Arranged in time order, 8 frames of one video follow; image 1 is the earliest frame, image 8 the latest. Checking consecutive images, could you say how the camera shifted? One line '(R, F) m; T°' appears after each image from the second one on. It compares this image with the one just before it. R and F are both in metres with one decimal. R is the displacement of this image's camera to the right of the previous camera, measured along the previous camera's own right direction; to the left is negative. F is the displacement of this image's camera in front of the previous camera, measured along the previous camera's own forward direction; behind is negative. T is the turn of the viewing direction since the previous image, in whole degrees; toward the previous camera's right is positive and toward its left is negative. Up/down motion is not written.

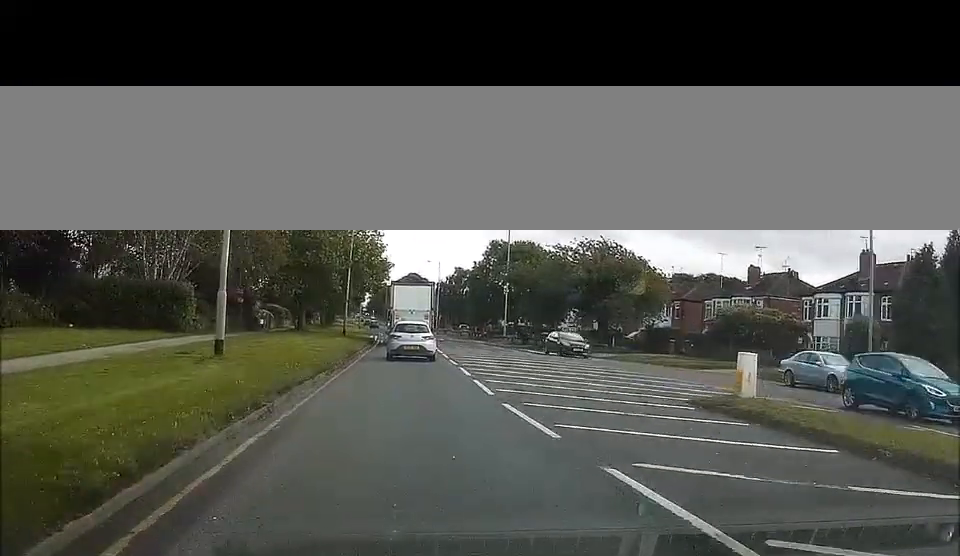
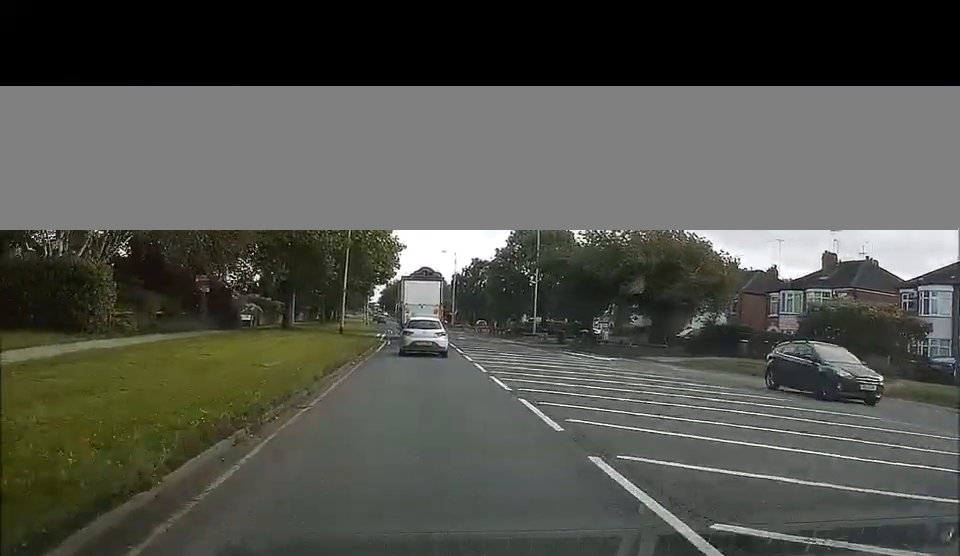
(-0.1, +11.7) m; 0°
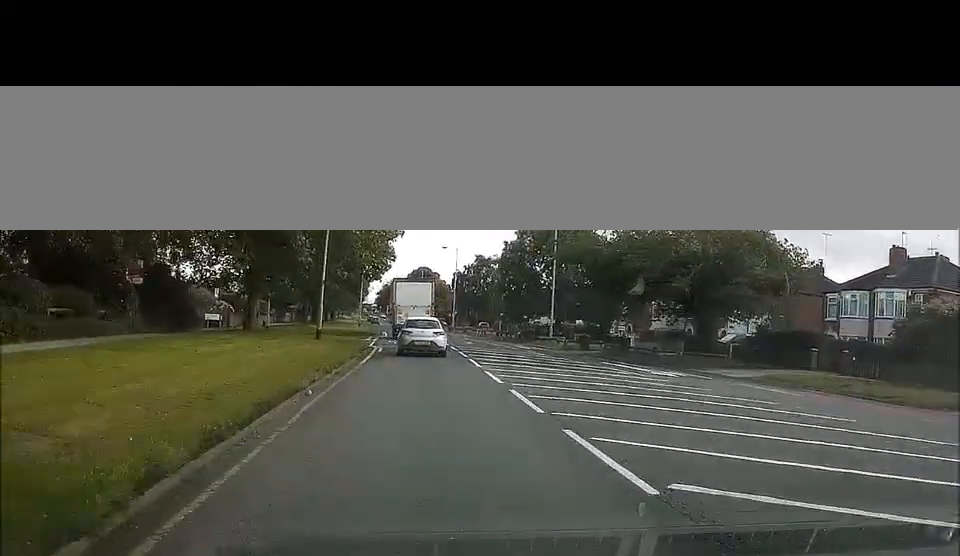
(+0.1, +9.5) m; 0°
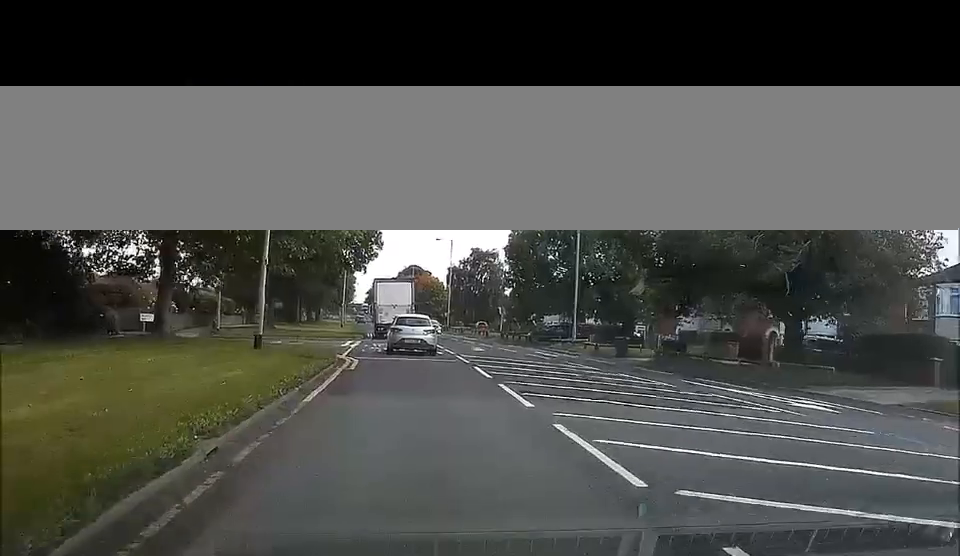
(-0.1, +11.4) m; 0°
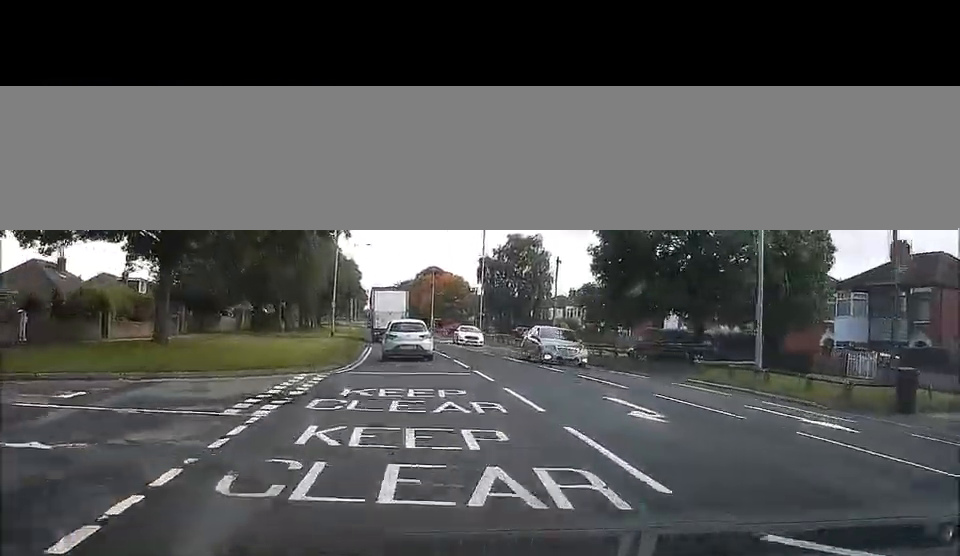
(+0.1, +24.8) m; 0°
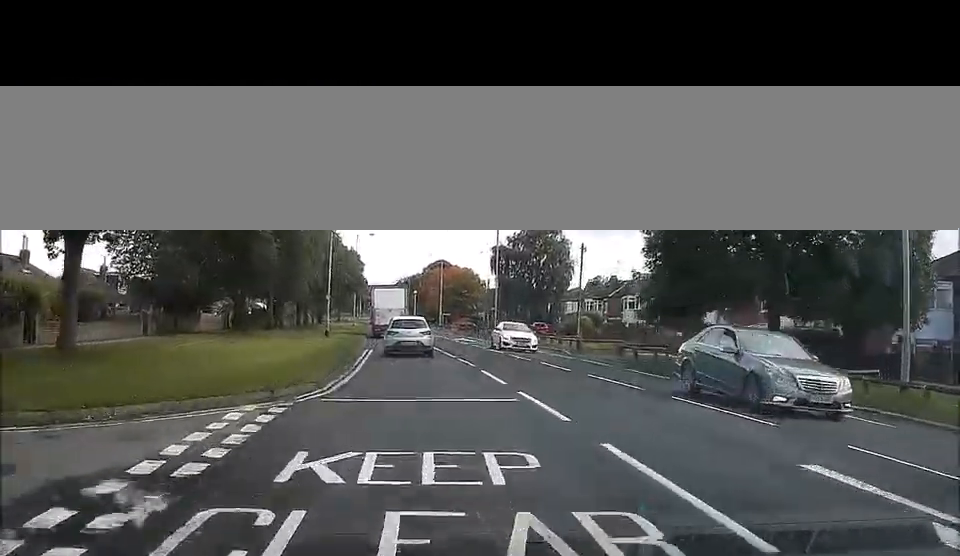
(-0.2, +8.0) m; 0°
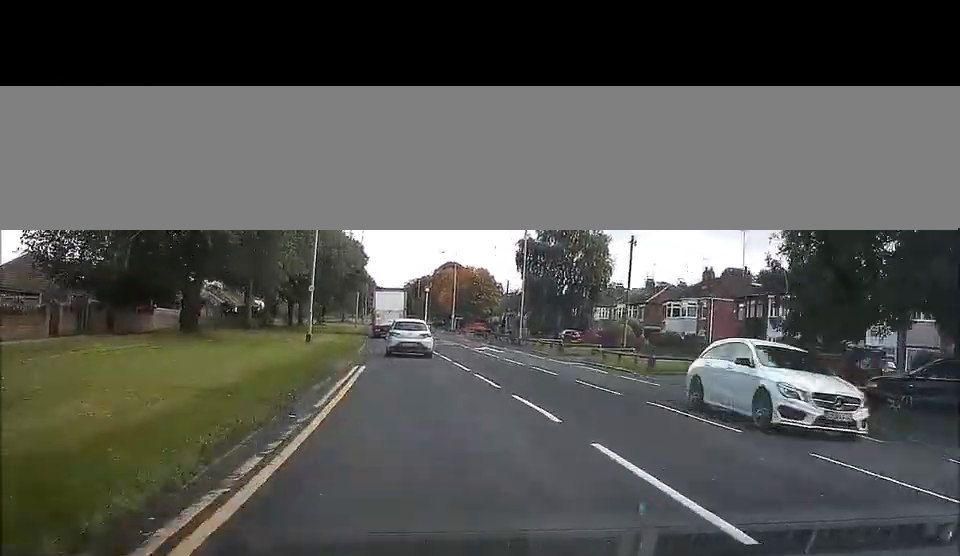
(+0.3, +12.0) m; 0°
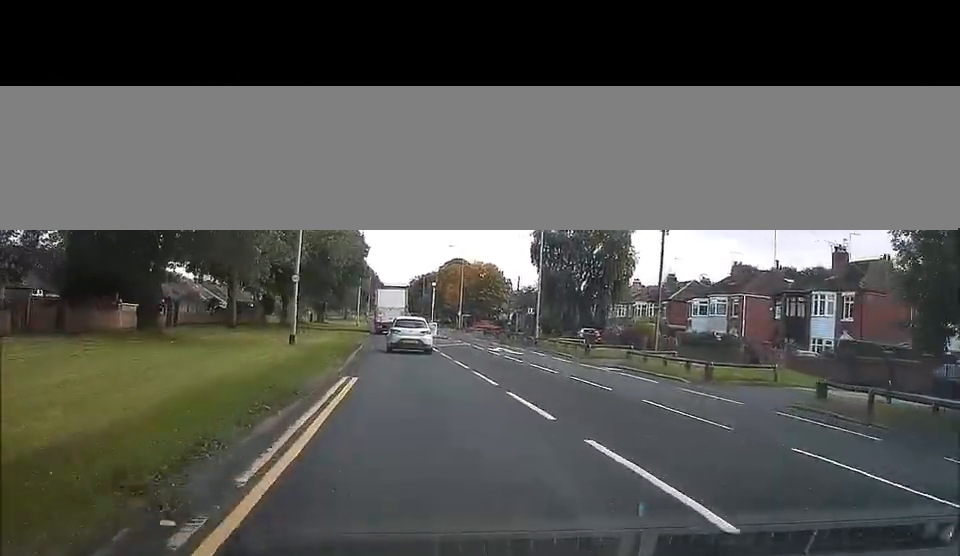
(-0.2, +6.0) m; 0°
